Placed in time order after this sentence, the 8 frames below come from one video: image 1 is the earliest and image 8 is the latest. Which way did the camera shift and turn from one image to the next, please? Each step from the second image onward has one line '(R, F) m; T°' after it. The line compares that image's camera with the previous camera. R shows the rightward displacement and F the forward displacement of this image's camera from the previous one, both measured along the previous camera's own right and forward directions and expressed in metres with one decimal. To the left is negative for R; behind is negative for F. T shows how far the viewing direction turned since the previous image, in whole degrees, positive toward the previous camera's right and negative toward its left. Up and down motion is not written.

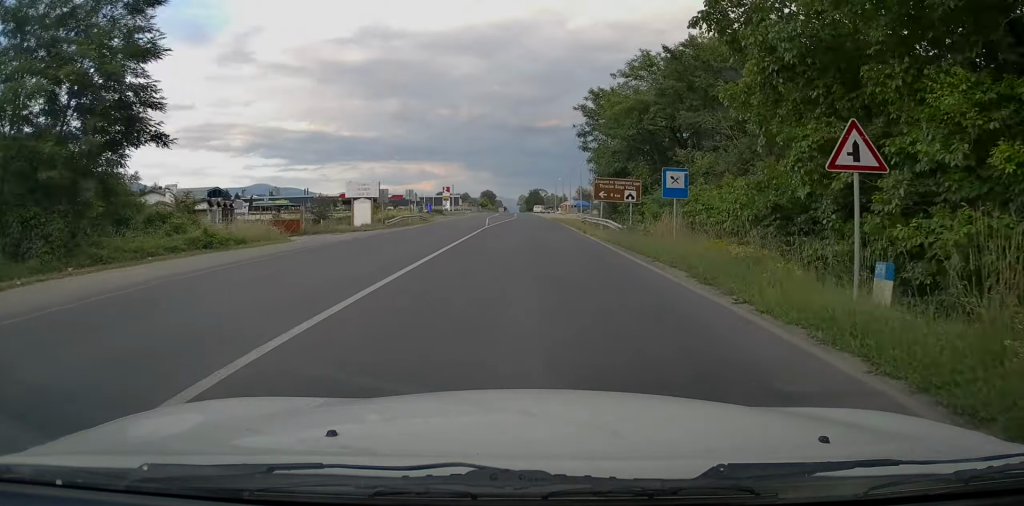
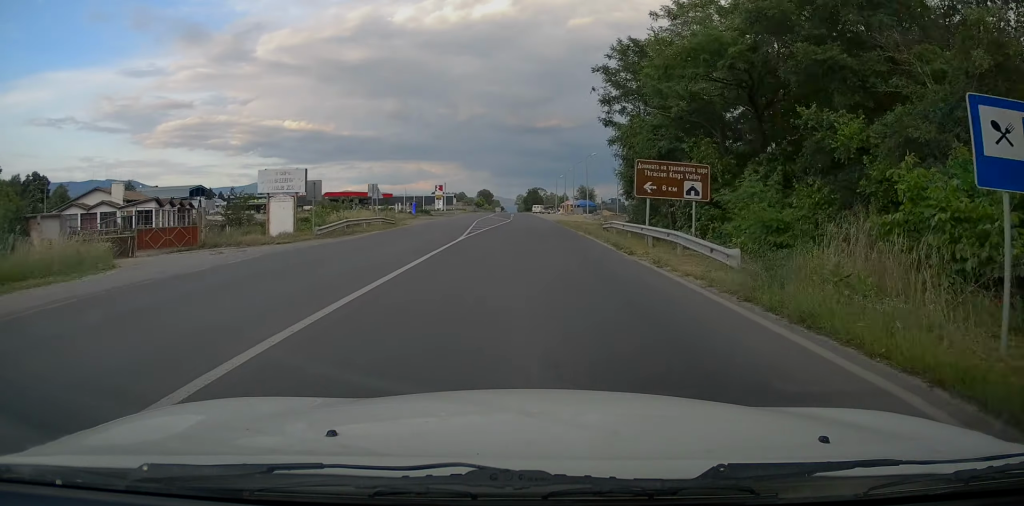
(+0.1, +12.8) m; +1°
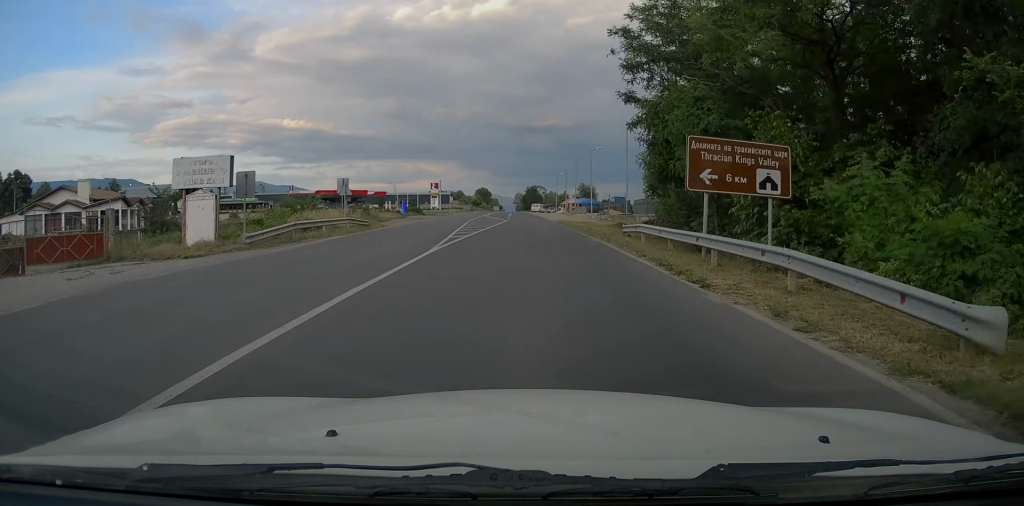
(-0.1, +6.7) m; 0°
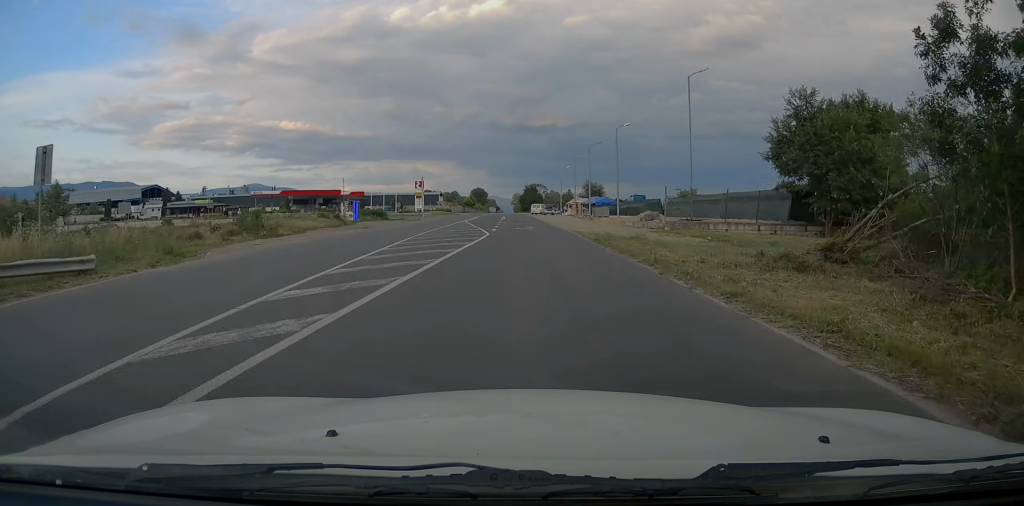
(+0.4, +23.8) m; 0°
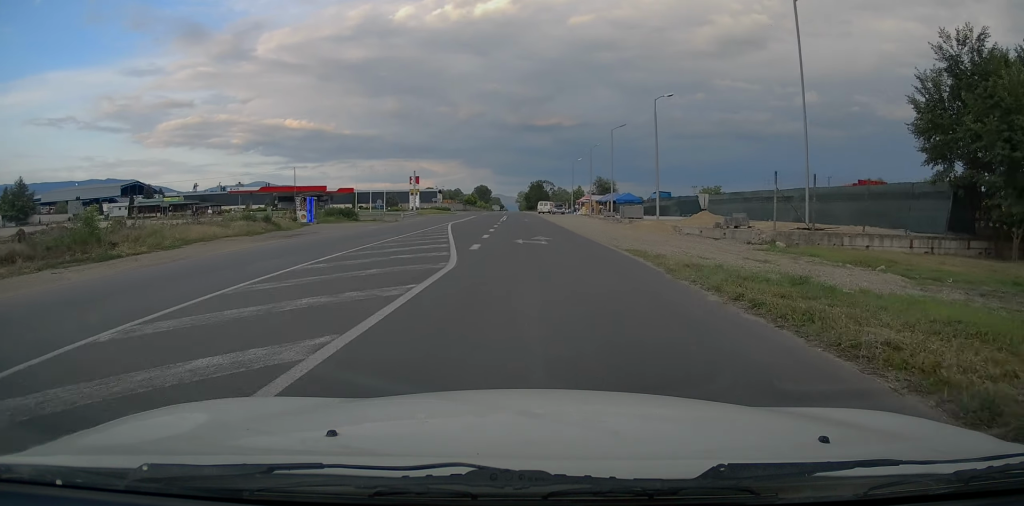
(-0.2, +14.7) m; -1°
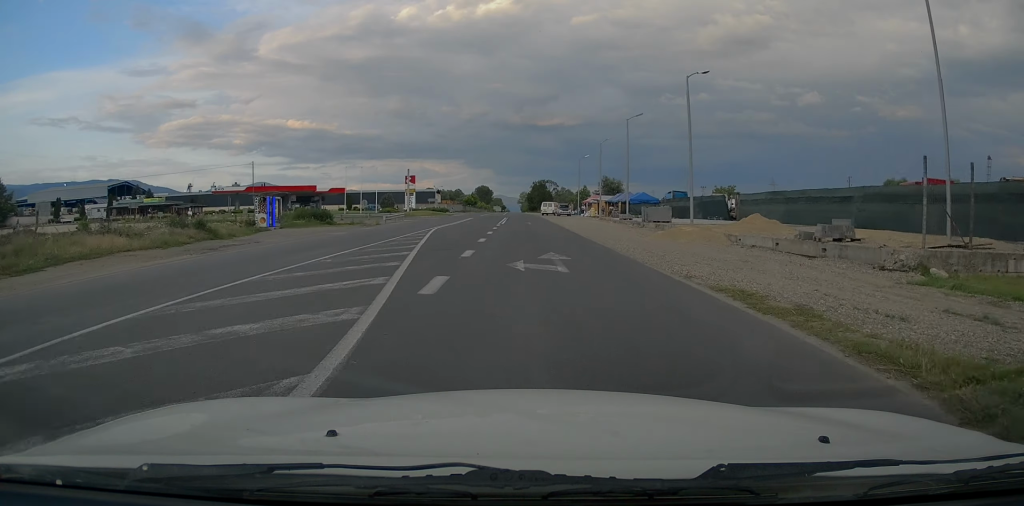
(0.0, +8.0) m; -1°
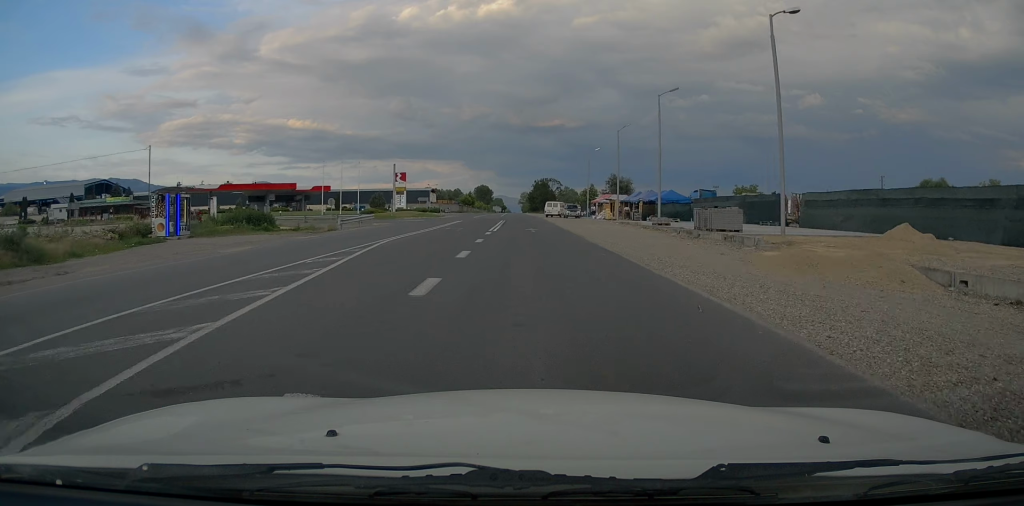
(-0.1, +12.0) m; -1°
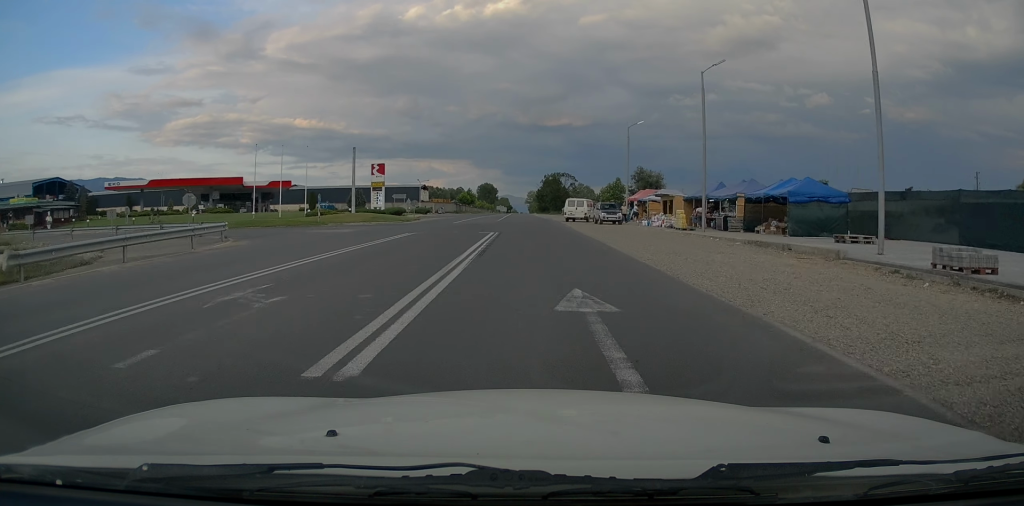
(0.0, +25.6) m; +1°
